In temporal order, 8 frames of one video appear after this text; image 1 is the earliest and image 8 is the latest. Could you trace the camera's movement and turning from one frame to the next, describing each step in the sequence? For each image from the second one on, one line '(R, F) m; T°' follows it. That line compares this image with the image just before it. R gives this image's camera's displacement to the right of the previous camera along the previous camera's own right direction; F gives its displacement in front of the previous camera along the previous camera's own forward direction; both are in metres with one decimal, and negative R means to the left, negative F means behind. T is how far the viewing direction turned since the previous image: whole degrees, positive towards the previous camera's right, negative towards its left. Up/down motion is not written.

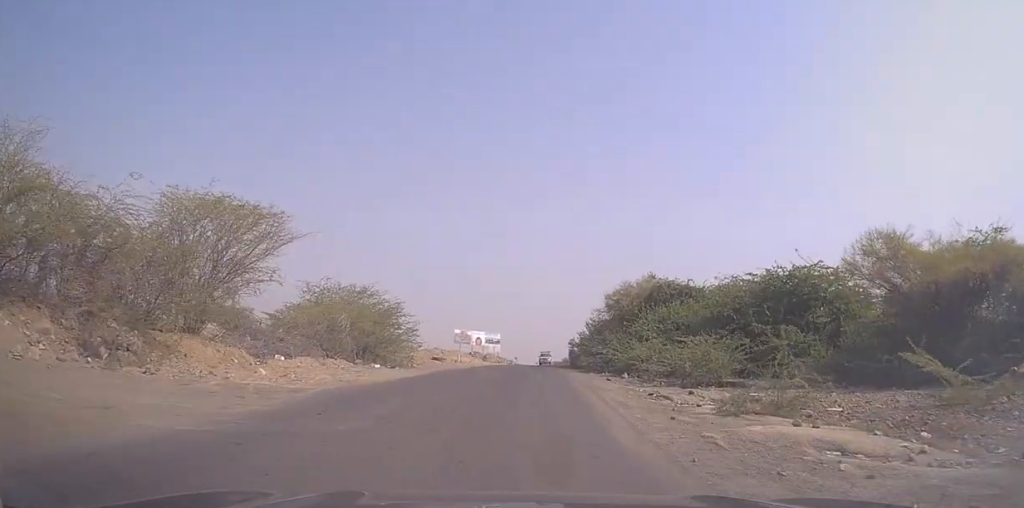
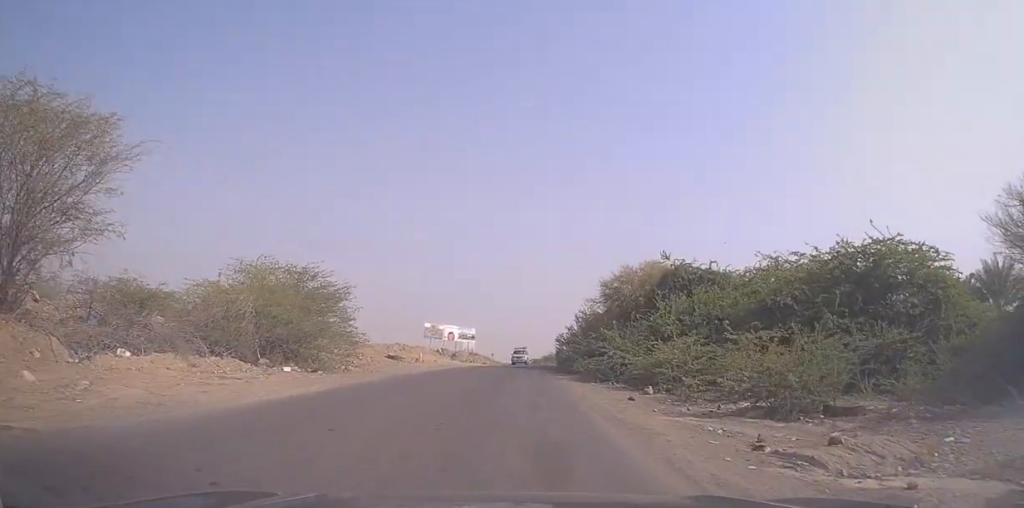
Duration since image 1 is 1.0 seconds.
(+0.7, +9.2) m; +6°
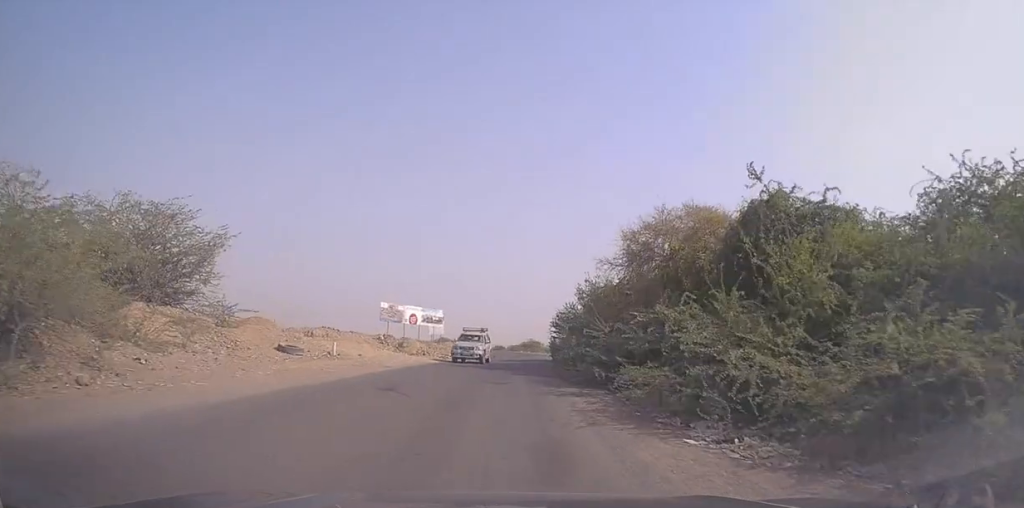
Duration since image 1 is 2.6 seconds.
(+0.6, +15.6) m; +3°
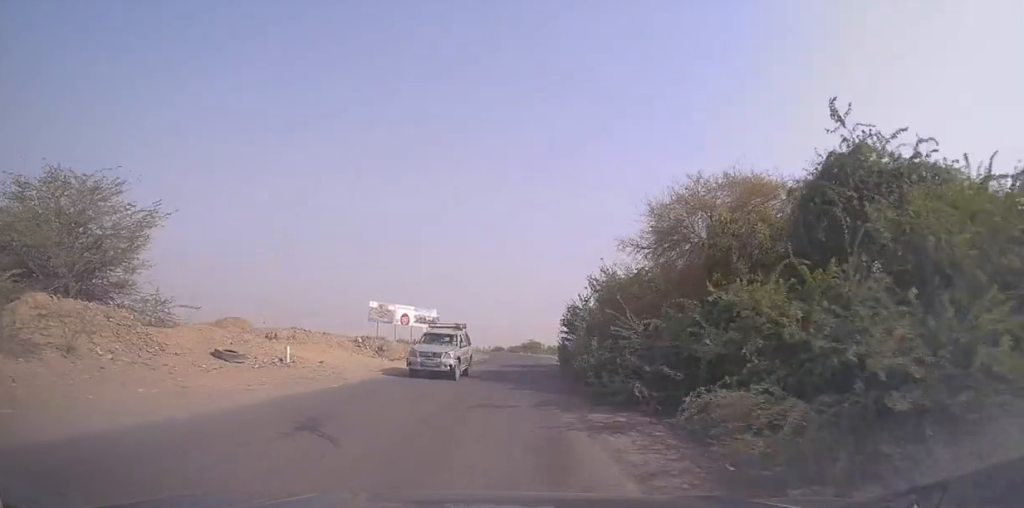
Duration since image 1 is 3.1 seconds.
(+0.2, +5.9) m; +1°
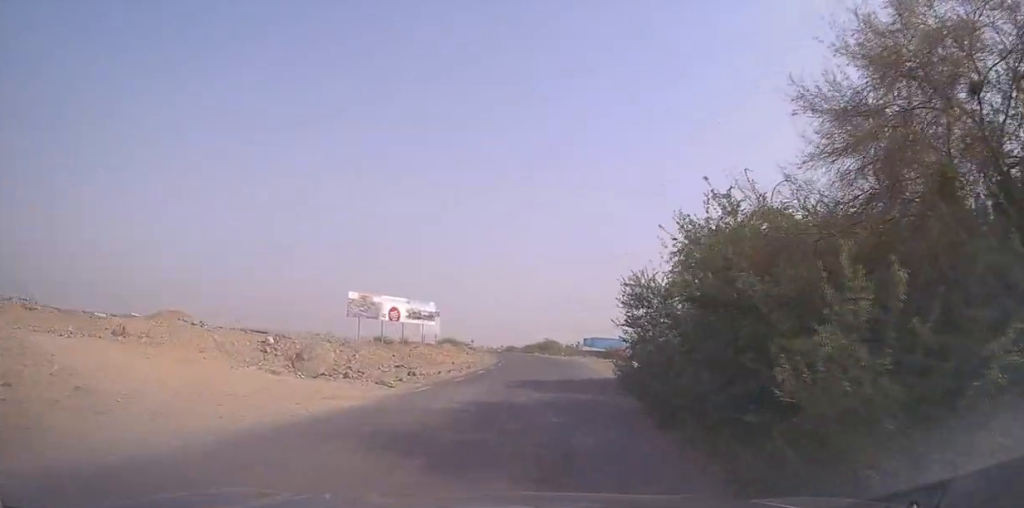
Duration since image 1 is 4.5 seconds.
(+0.1, +14.6) m; +2°
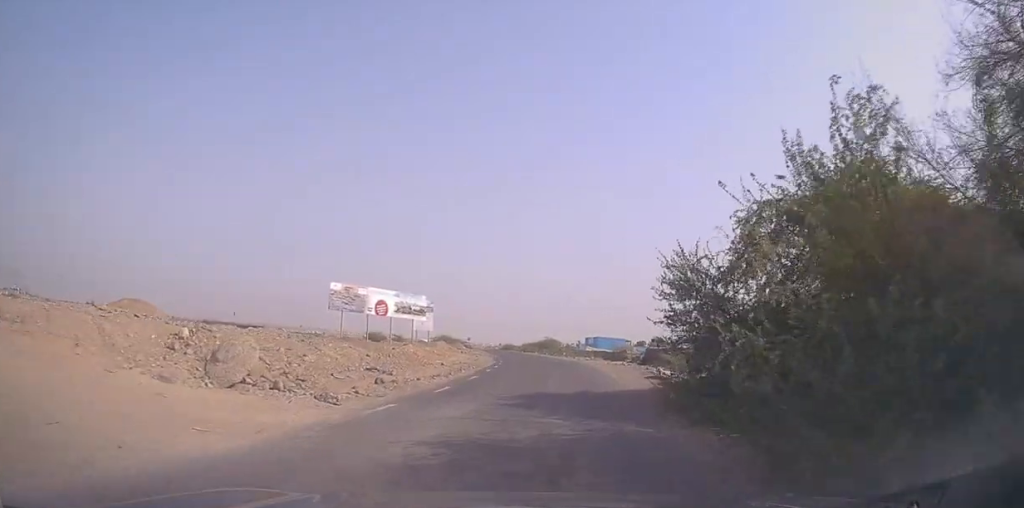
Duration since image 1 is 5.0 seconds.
(+0.2, +5.8) m; 0°
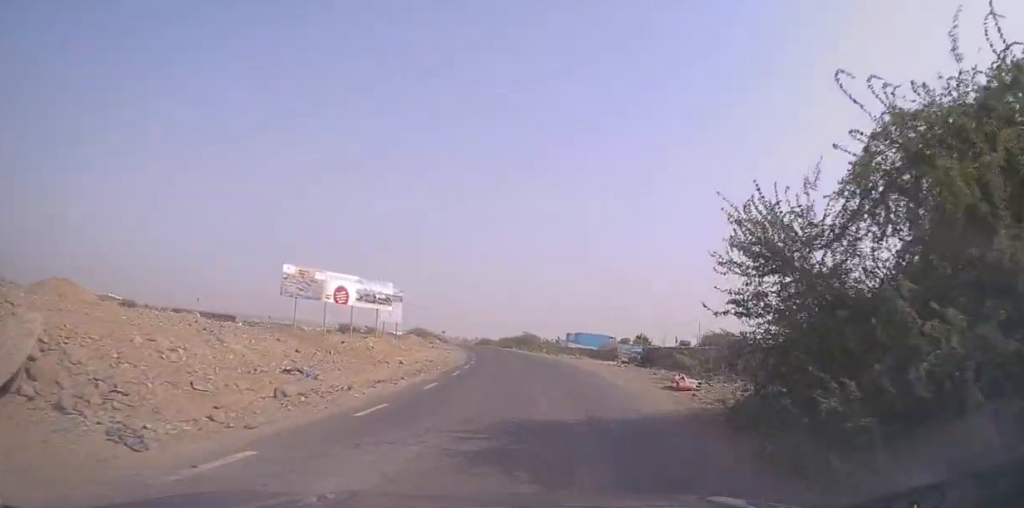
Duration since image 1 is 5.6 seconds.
(0.0, +6.6) m; -1°
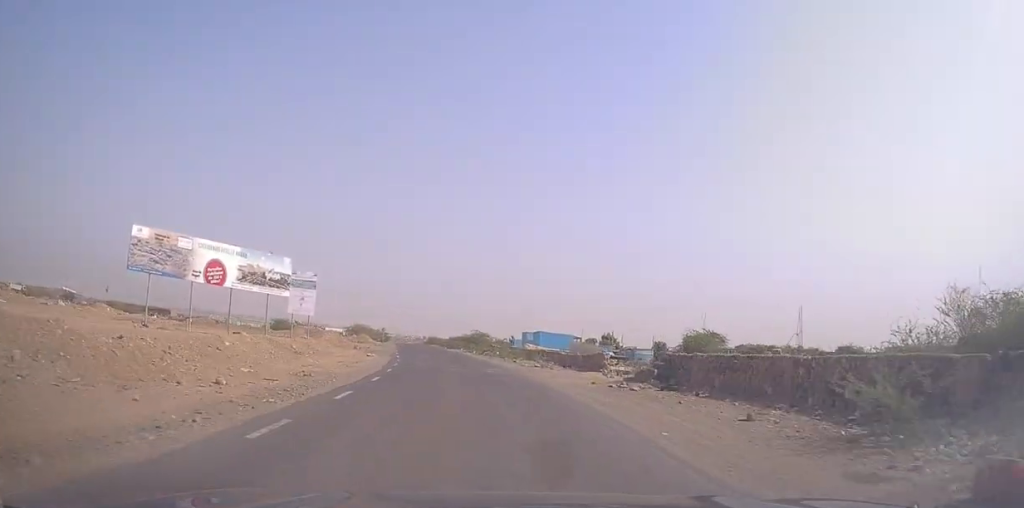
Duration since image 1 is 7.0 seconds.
(-0.4, +14.6) m; -1°
